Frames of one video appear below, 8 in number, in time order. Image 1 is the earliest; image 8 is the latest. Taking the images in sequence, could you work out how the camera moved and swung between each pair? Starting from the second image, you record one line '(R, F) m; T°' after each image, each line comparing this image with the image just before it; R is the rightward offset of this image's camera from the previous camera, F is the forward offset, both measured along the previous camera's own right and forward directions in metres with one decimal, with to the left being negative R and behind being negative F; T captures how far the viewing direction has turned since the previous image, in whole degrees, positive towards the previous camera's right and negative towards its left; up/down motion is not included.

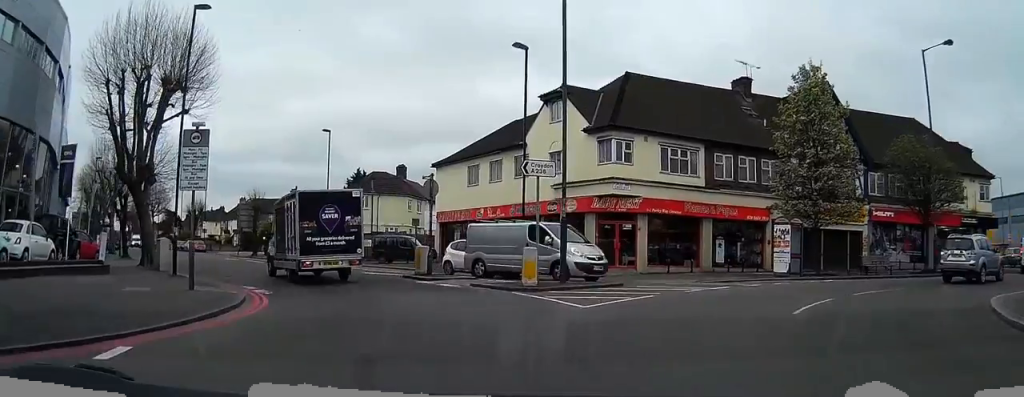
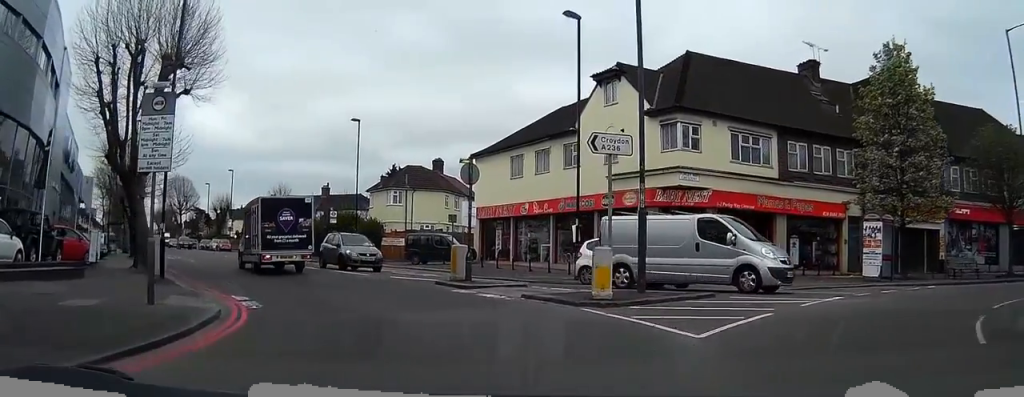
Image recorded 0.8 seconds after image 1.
(0.0, +4.4) m; 0°
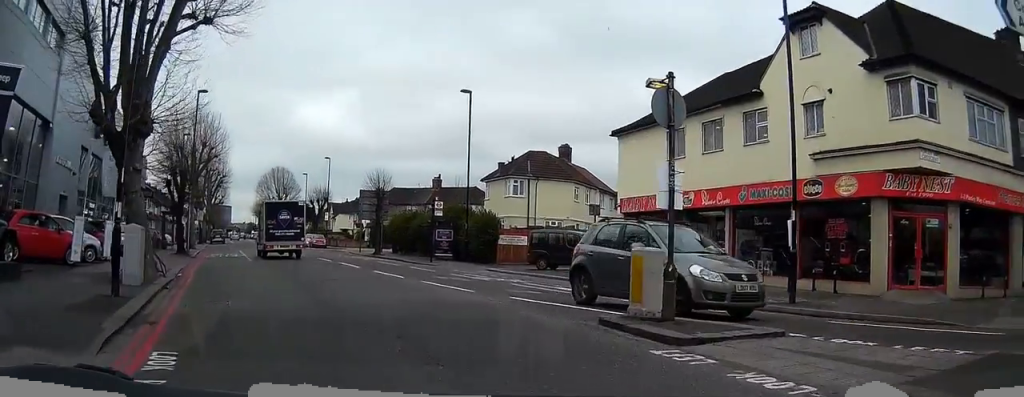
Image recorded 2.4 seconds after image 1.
(0.0, +9.5) m; 0°
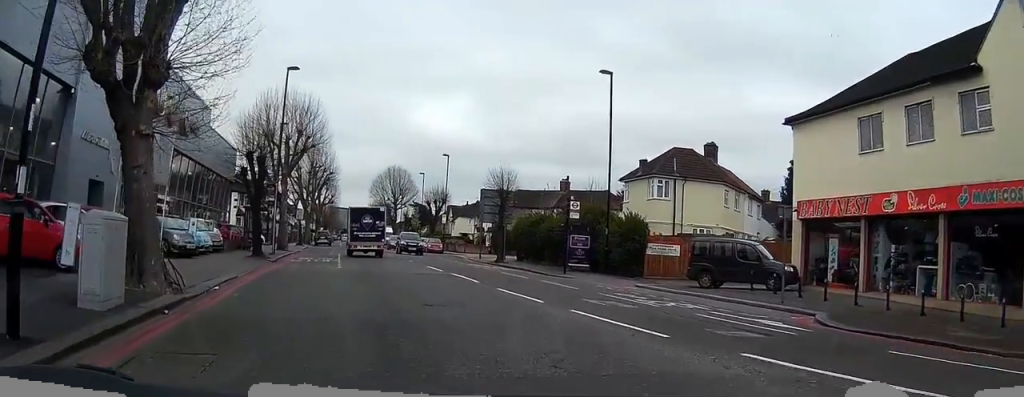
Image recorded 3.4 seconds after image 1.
(0.0, +6.6) m; 0°
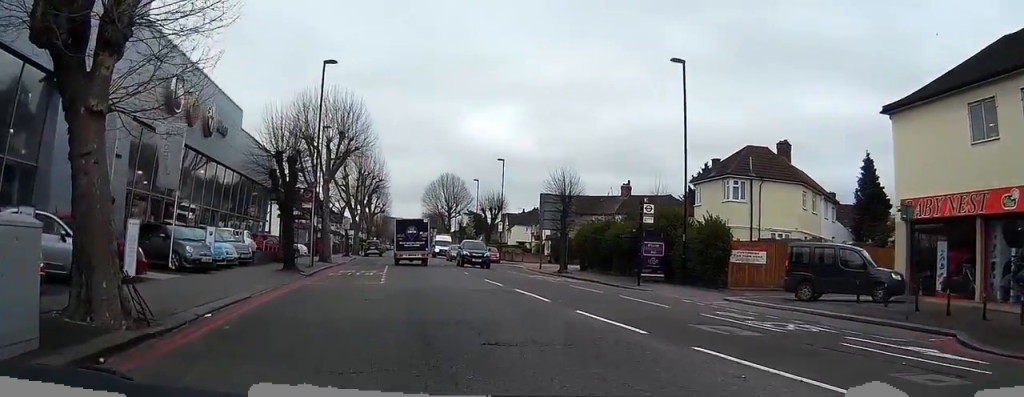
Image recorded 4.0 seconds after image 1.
(0.0, +3.7) m; 0°
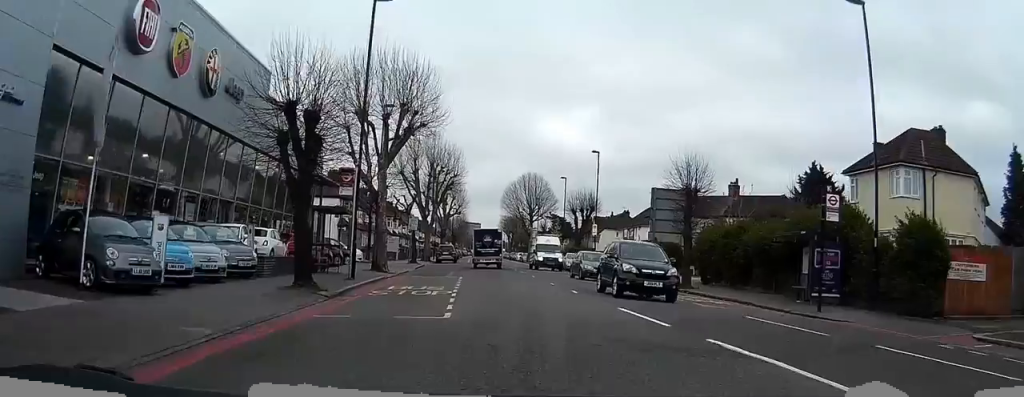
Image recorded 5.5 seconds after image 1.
(0.0, +9.7) m; -11°
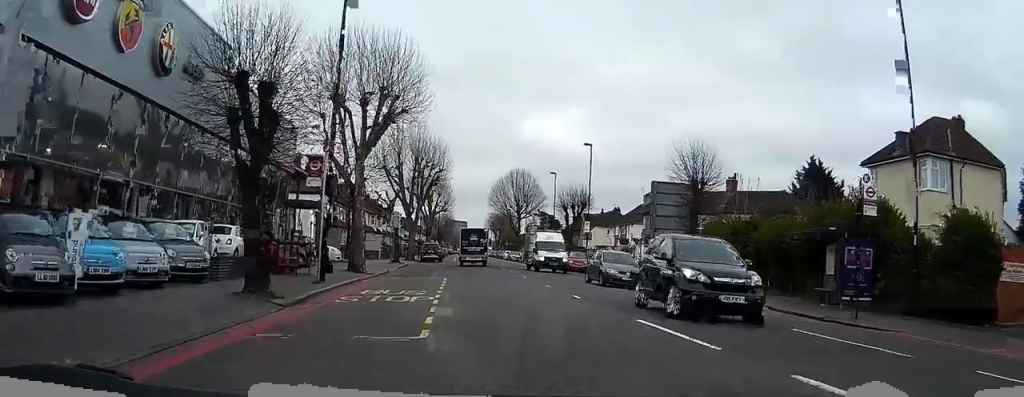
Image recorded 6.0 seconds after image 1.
(-0.5, +3.2) m; -5°
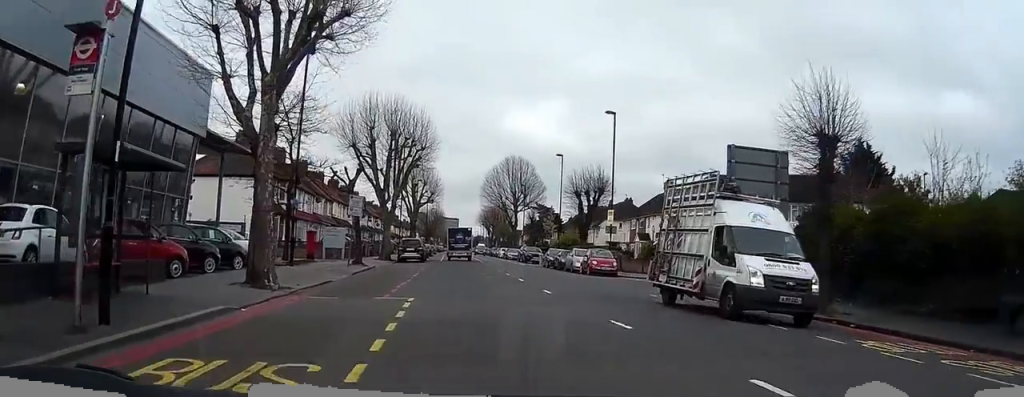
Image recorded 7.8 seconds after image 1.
(-1.2, +13.0) m; -4°
